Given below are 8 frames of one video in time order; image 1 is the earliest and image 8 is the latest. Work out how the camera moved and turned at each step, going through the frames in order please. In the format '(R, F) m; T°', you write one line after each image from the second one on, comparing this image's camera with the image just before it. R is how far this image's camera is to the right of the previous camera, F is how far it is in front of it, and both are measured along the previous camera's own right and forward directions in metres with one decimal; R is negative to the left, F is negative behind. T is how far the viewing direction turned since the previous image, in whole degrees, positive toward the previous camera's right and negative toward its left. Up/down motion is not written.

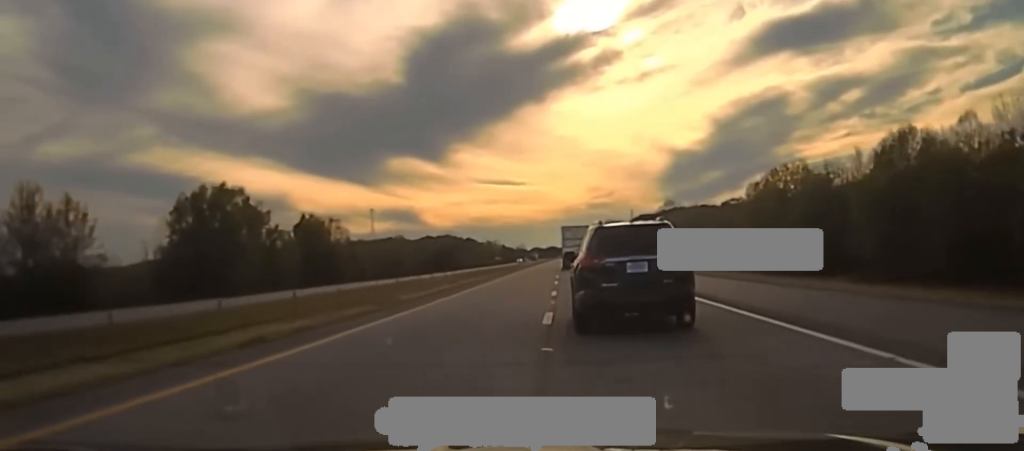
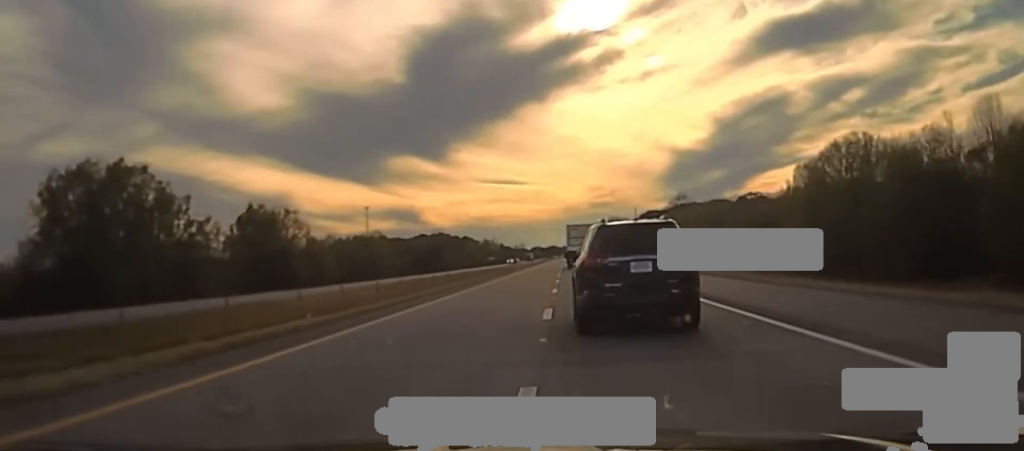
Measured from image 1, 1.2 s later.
(-0.3, +38.3) m; 0°
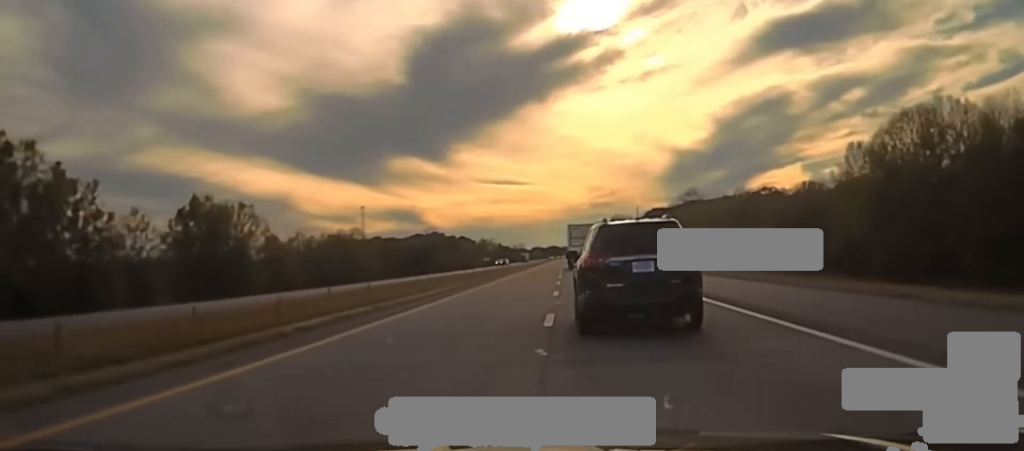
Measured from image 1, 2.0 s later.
(0.0, +27.4) m; 0°
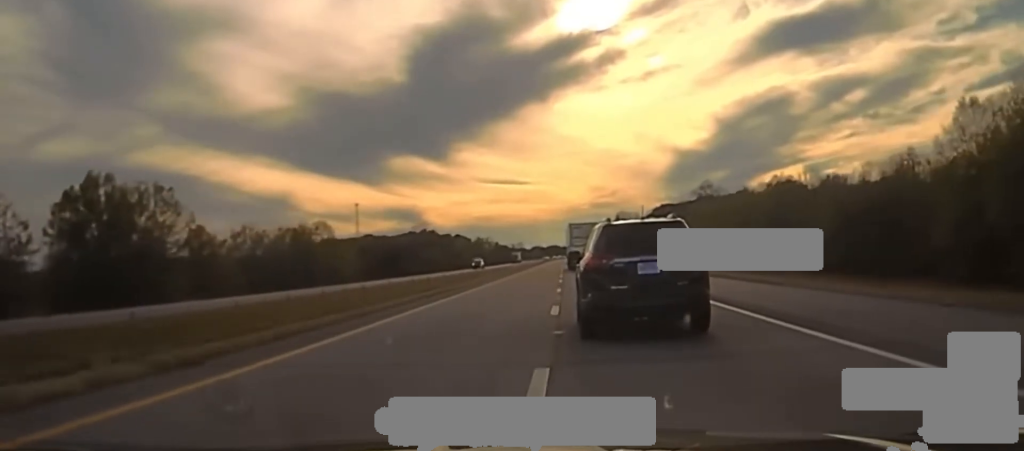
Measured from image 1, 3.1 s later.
(0.0, +30.4) m; 0°
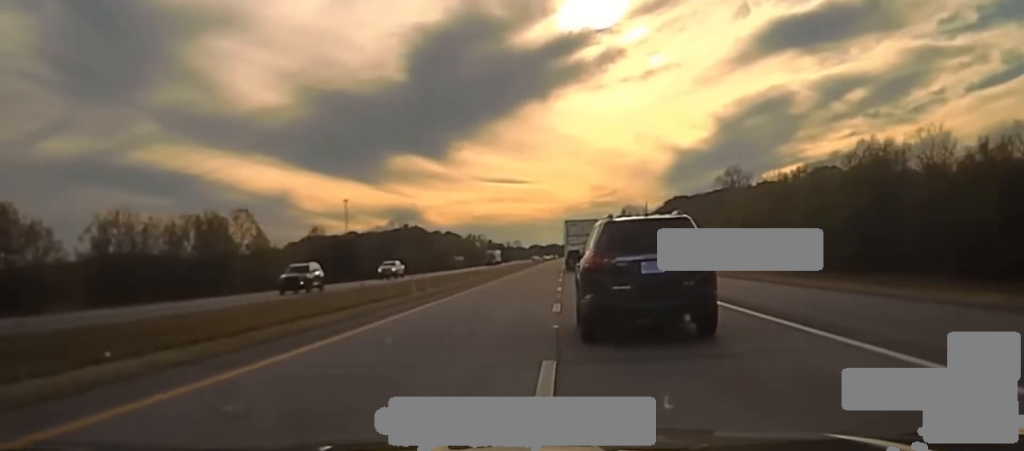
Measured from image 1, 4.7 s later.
(0.0, +45.3) m; 0°
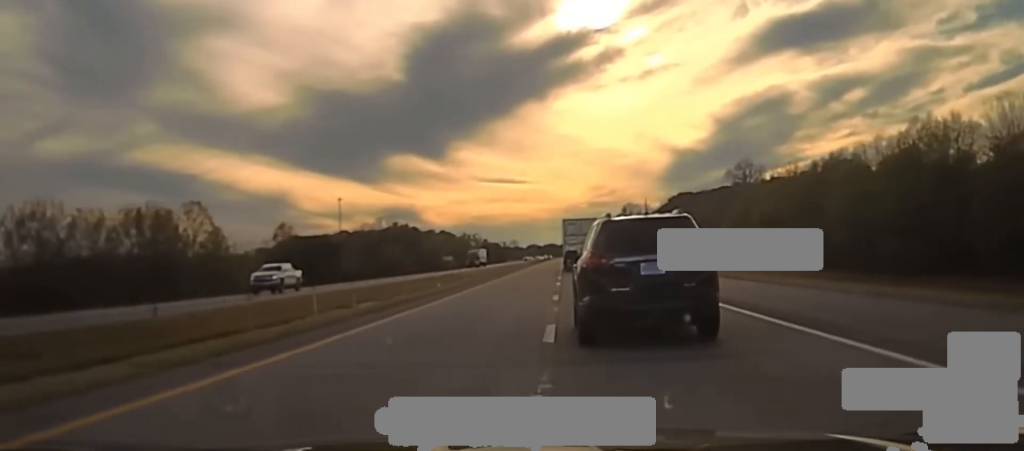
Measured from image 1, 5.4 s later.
(+0.1, +18.5) m; +1°
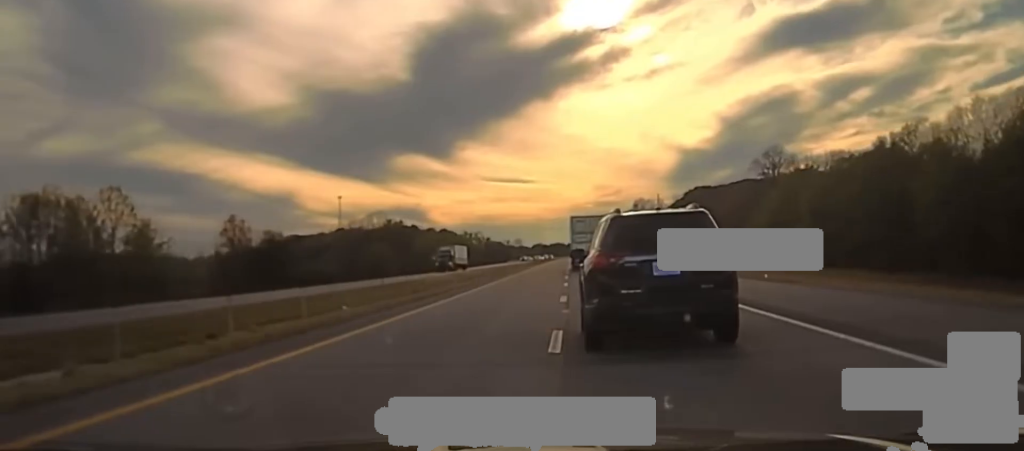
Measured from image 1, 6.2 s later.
(+0.4, +25.4) m; -1°
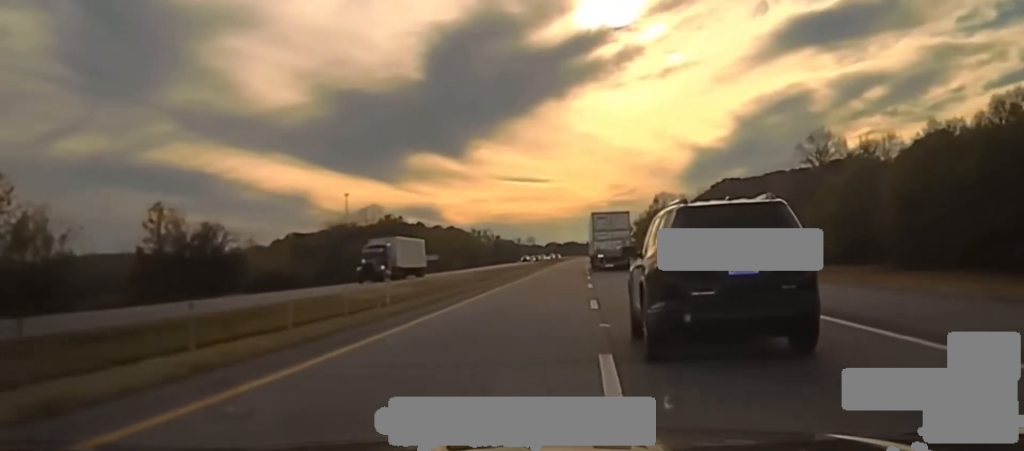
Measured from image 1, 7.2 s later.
(-0.3, +27.3) m; -2°
